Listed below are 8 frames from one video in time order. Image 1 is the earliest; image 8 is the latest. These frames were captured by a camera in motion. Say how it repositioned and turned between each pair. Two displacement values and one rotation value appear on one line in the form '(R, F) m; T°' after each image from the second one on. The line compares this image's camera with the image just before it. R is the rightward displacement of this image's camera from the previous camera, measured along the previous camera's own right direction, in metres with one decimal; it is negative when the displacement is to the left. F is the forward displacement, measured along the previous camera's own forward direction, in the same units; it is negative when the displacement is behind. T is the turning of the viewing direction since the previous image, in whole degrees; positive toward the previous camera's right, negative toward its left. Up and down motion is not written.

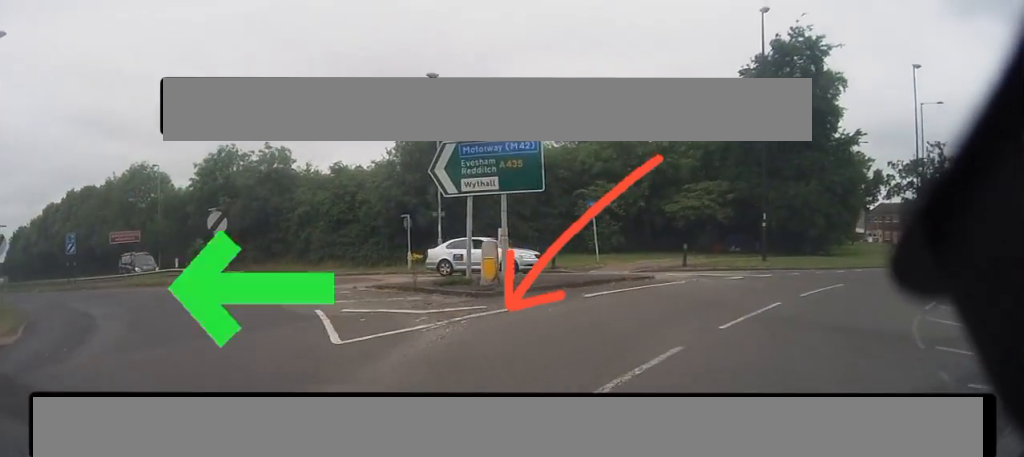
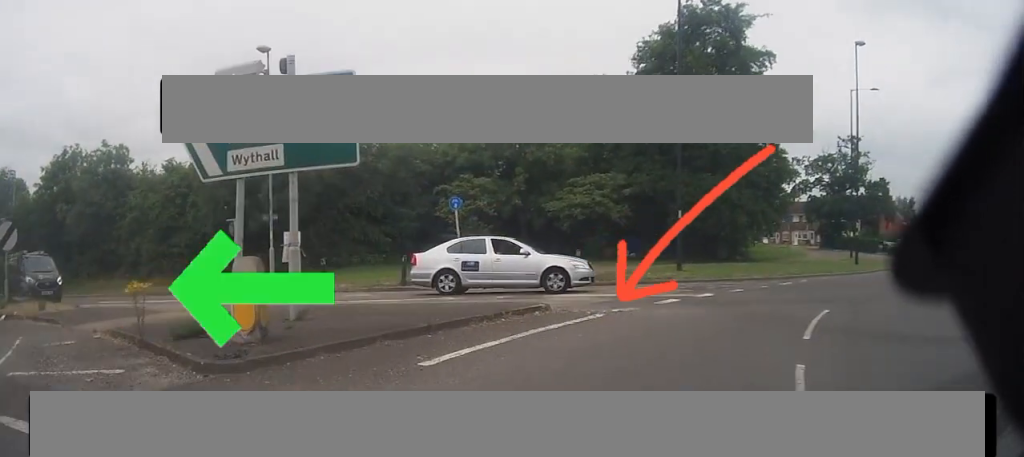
(+0.8, +6.1) m; +15°
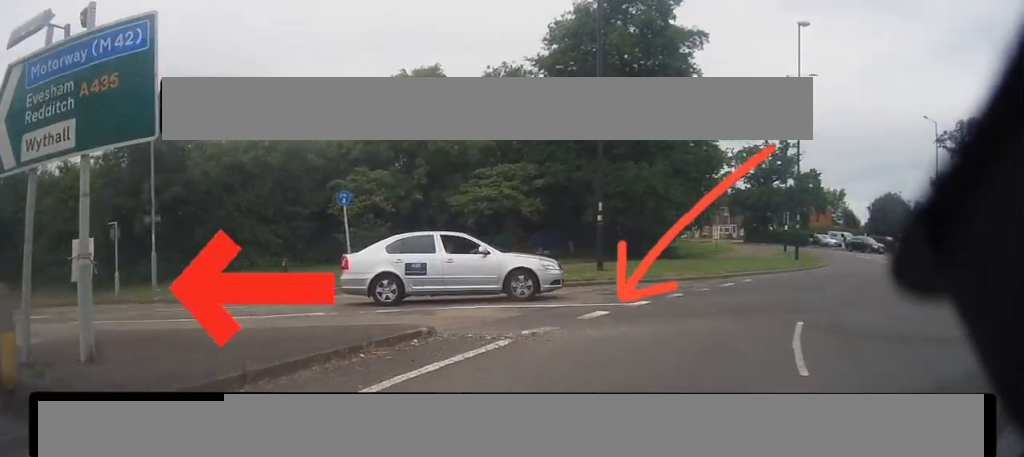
(+0.2, +2.9) m; +8°
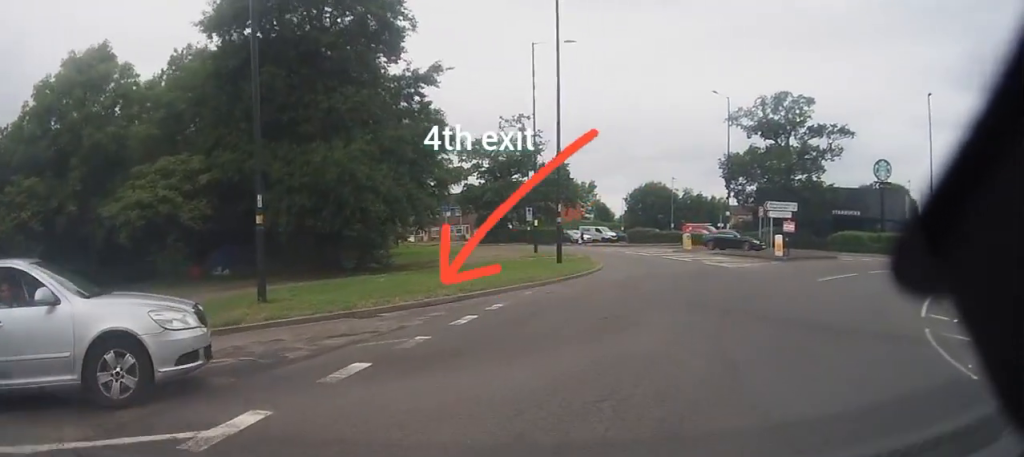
(+1.4, +7.7) m; +21°
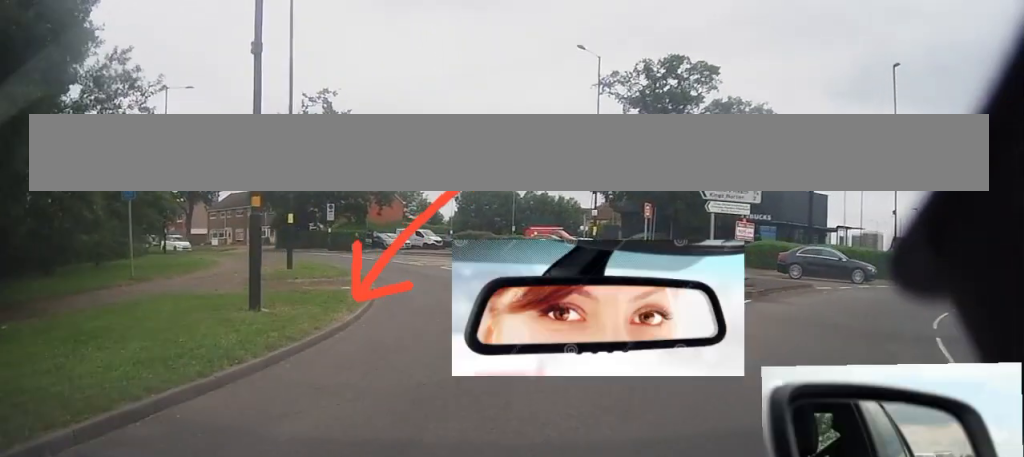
(+2.3, +13.8) m; +14°
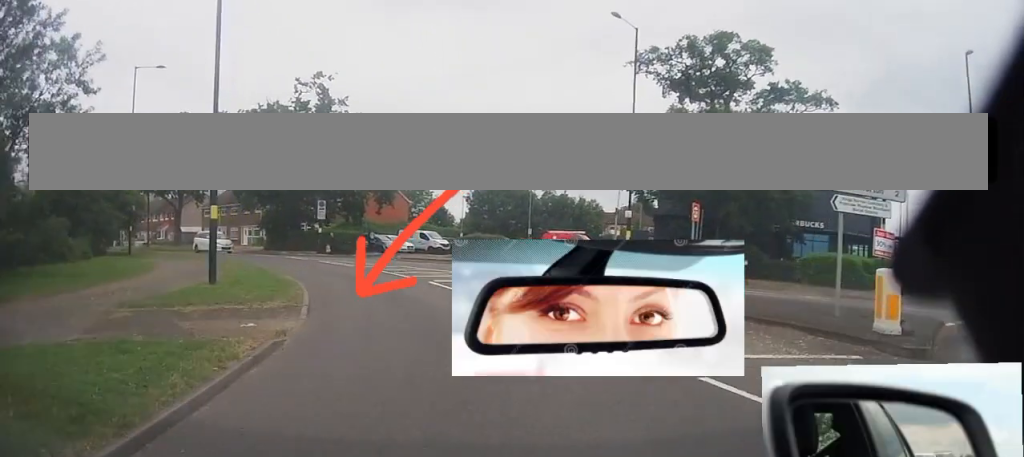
(-0.2, +6.4) m; -6°
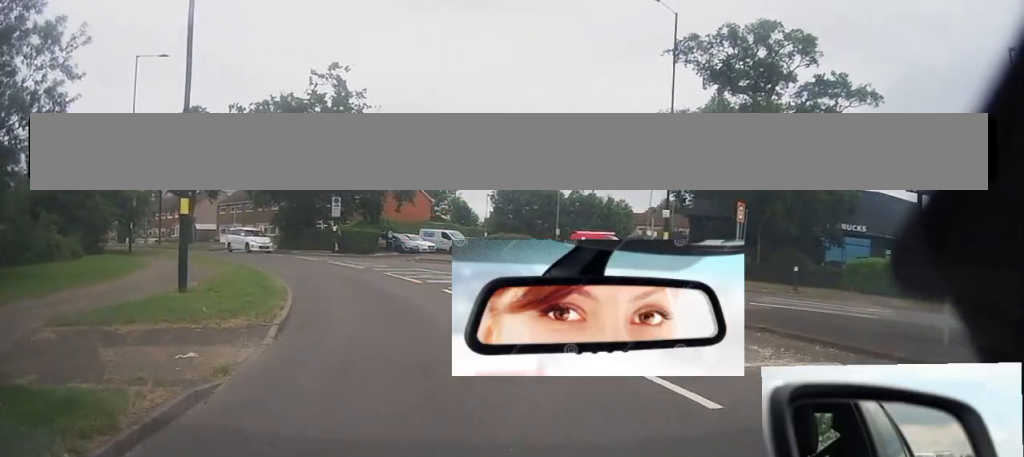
(-0.1, +2.7) m; -3°
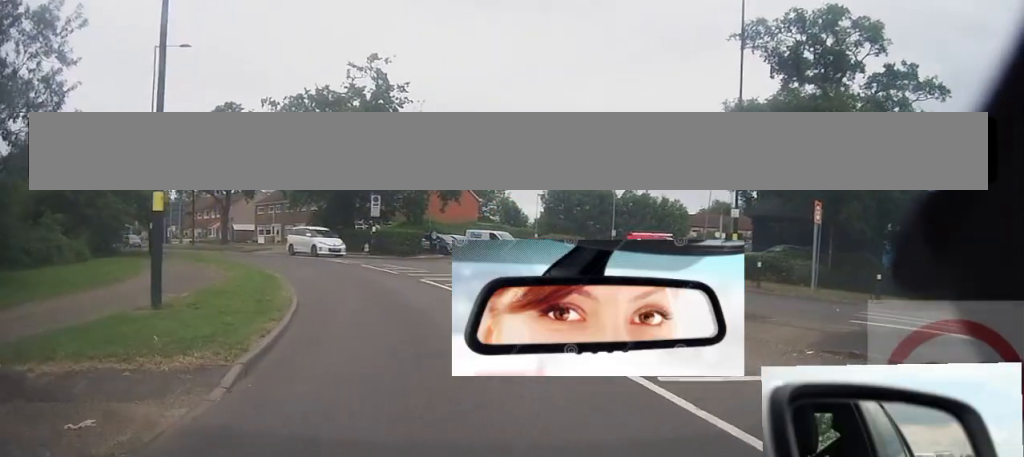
(-0.1, +2.9) m; -4°
